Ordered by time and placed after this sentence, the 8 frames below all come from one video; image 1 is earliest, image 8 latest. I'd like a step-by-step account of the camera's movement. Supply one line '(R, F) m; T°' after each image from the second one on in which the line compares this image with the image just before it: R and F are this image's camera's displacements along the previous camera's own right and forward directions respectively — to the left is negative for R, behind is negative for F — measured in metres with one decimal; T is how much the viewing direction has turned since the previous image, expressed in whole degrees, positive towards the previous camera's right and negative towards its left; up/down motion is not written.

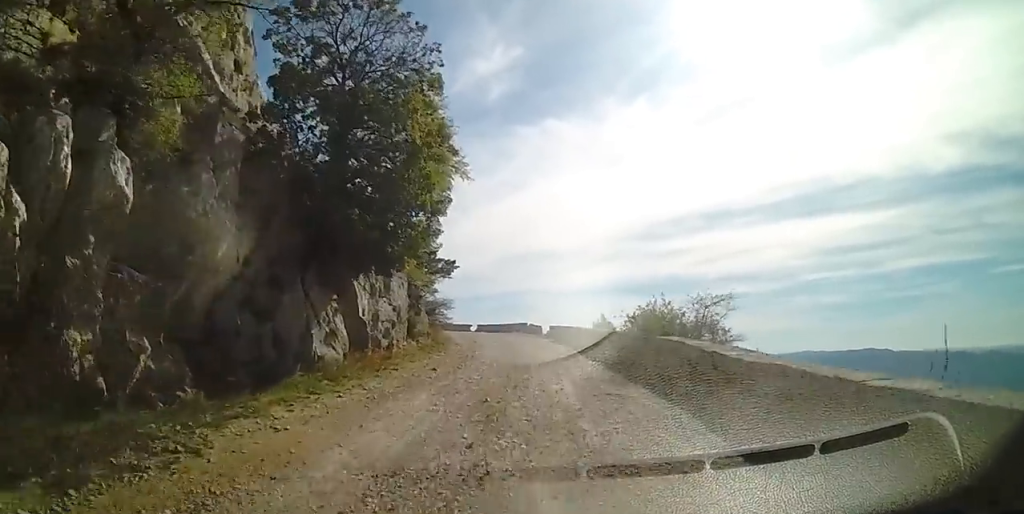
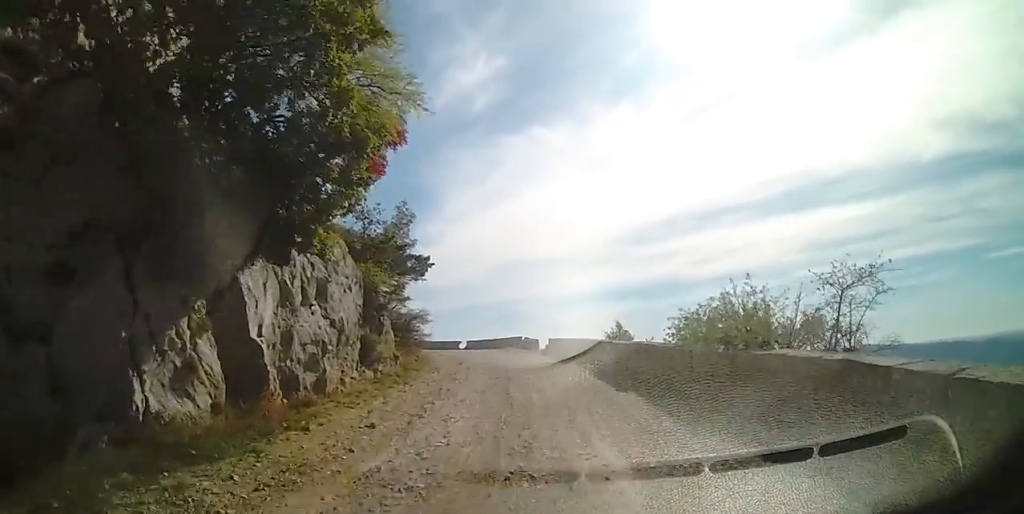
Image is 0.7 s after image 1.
(0.0, +5.2) m; 0°
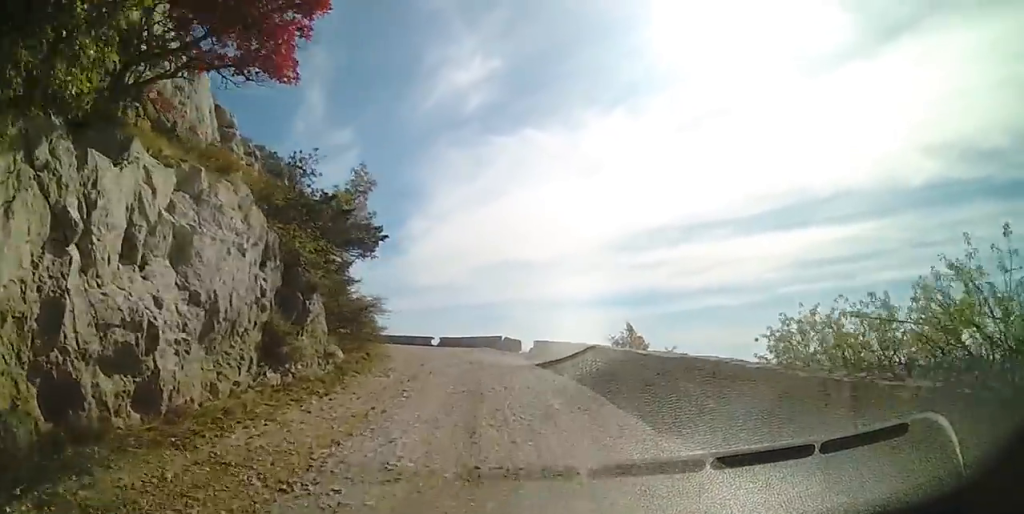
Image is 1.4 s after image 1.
(0.0, +4.8) m; 0°
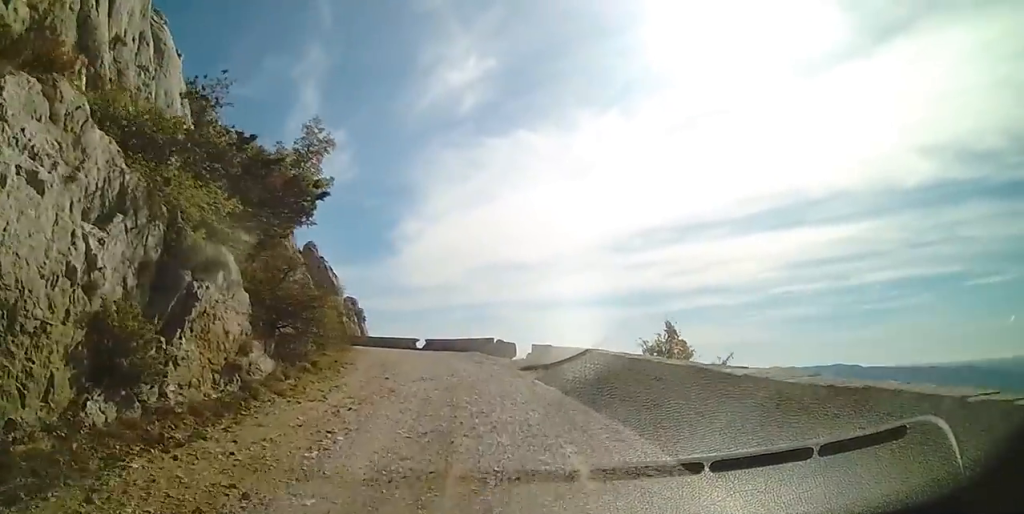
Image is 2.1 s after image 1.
(0.0, +4.2) m; 0°
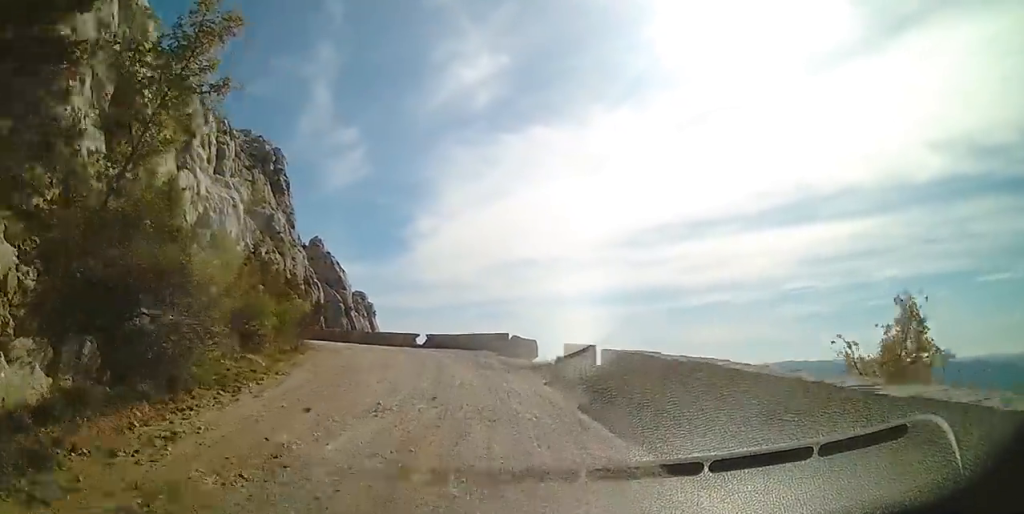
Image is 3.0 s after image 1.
(0.0, +6.2) m; -4°
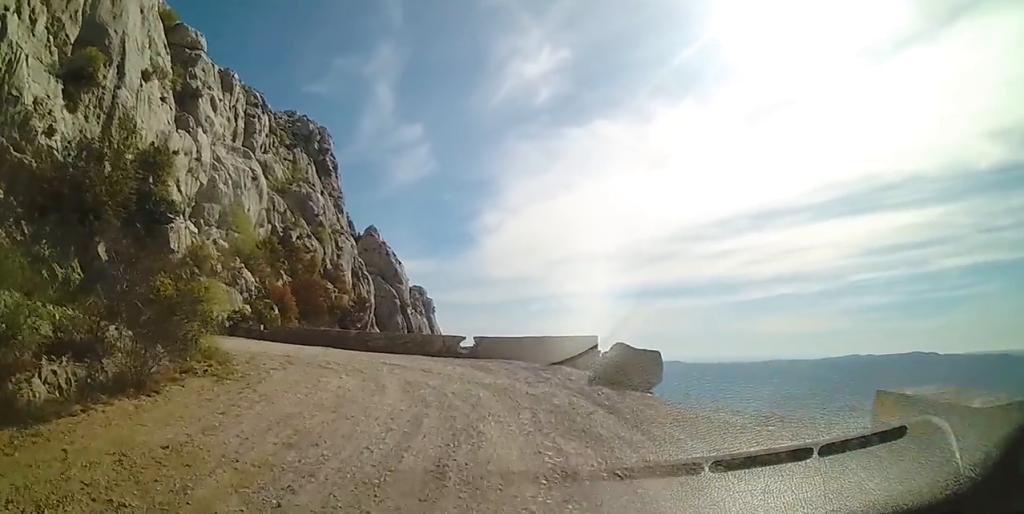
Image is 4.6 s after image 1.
(-0.6, +9.0) m; -4°
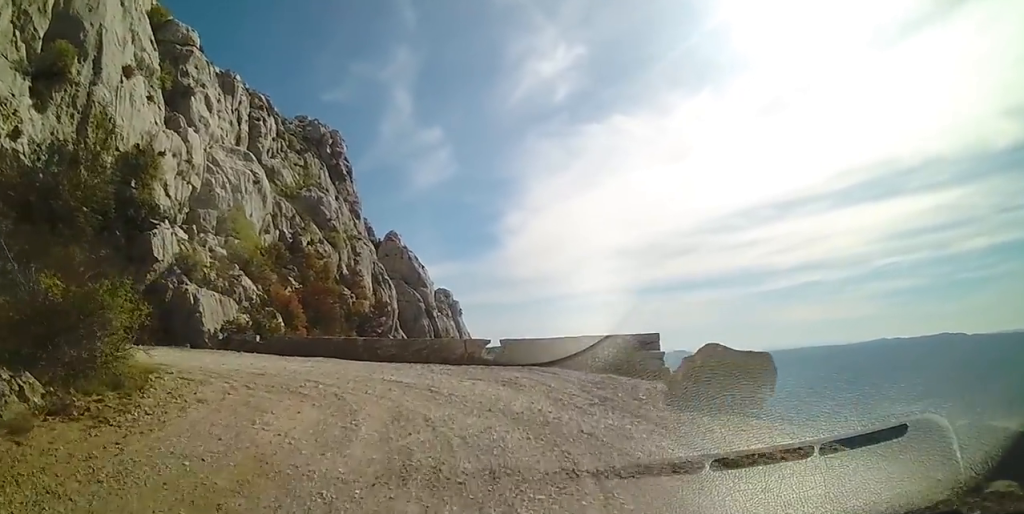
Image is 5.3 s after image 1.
(0.0, +3.6) m; 0°
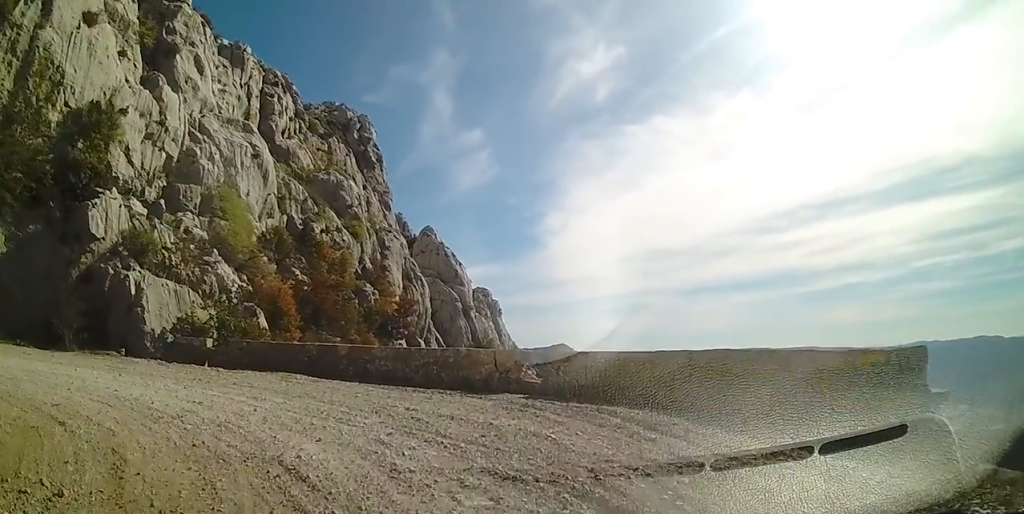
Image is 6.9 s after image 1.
(0.0, +6.5) m; -3°
